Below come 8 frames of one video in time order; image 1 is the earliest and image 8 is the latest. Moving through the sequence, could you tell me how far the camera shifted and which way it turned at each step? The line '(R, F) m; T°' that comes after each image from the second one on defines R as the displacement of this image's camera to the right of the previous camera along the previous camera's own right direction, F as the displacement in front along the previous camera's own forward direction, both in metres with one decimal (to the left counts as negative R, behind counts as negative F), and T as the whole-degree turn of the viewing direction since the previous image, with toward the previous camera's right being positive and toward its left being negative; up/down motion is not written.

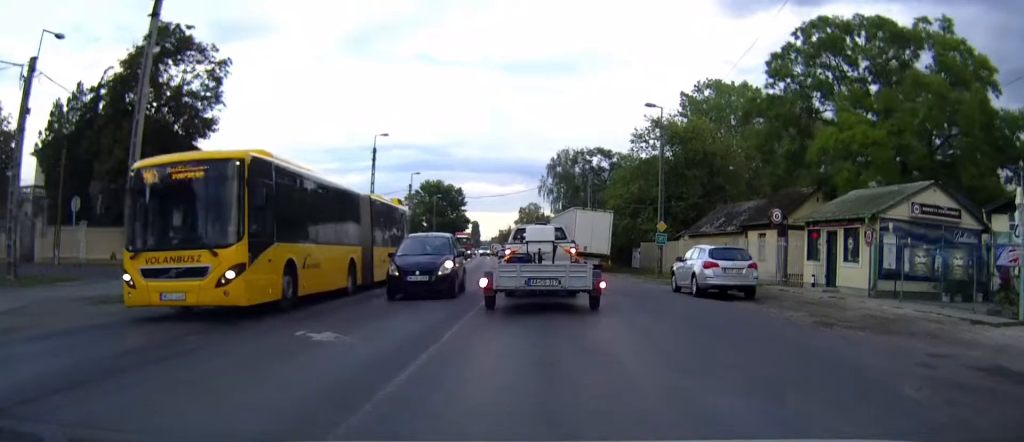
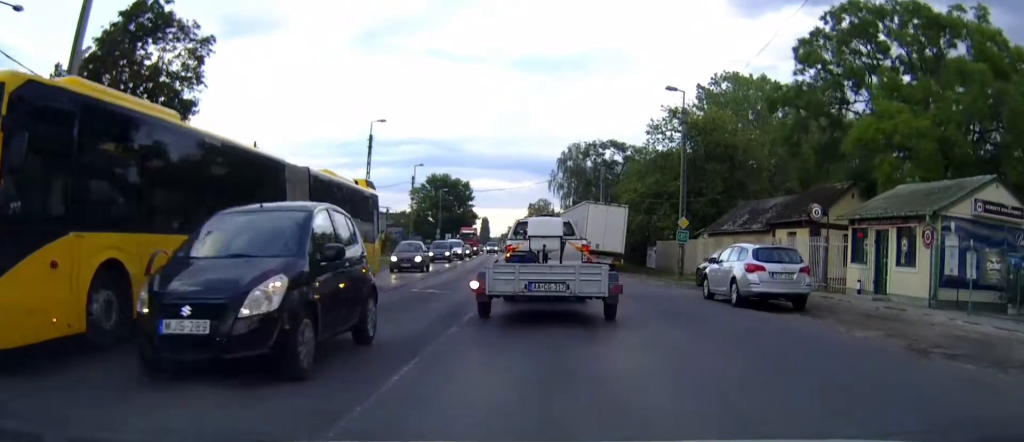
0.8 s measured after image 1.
(0.0, +4.3) m; 0°
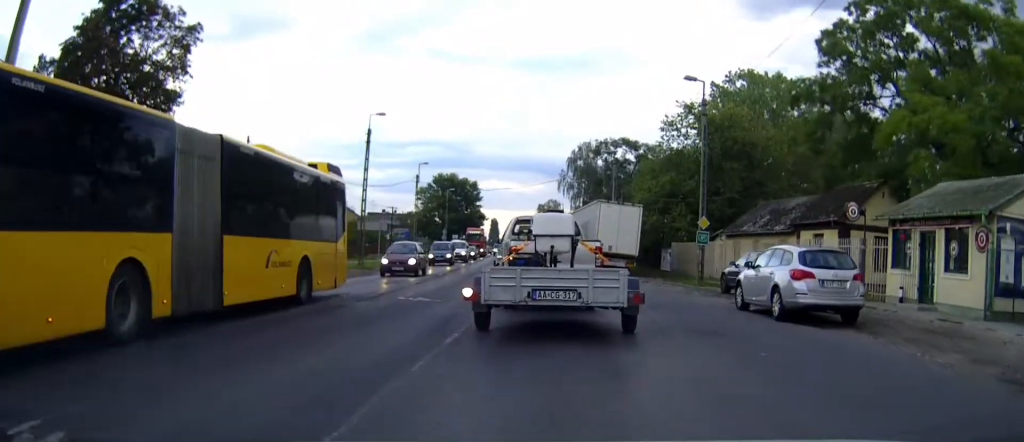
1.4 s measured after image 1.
(0.0, +3.1) m; -1°
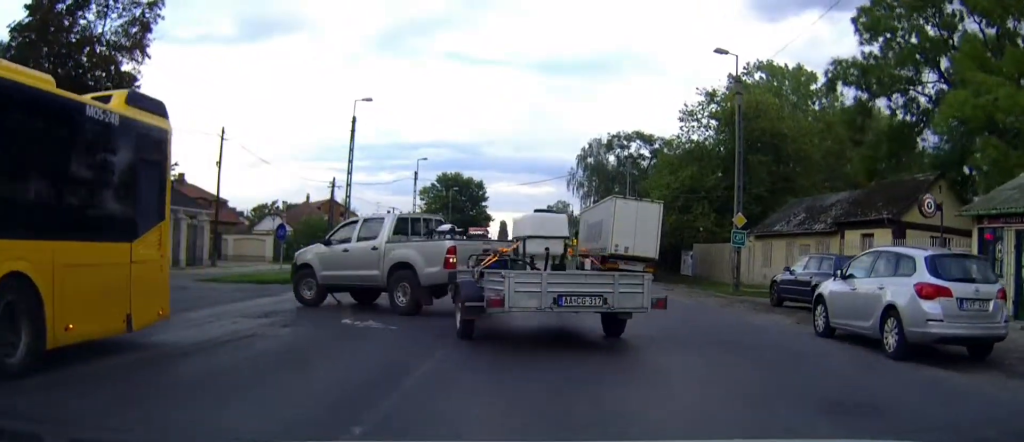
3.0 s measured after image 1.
(-0.1, +6.2) m; -2°
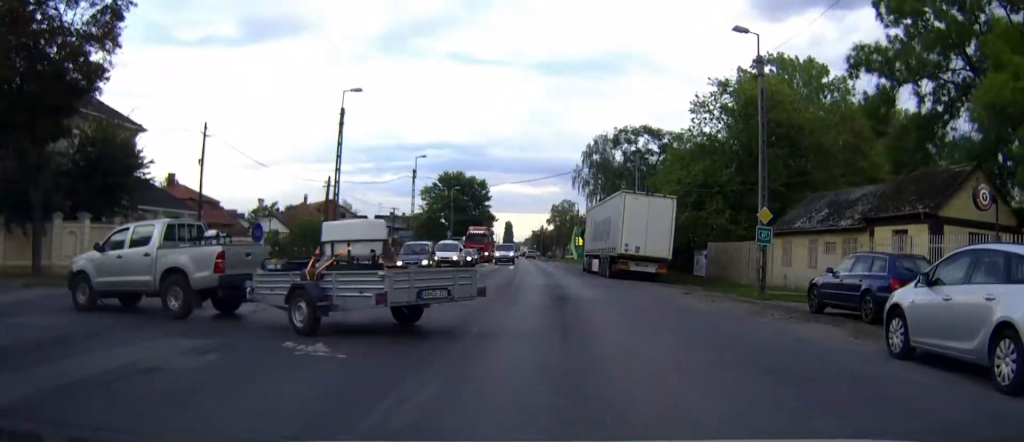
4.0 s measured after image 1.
(-0.1, +3.3) m; -2°
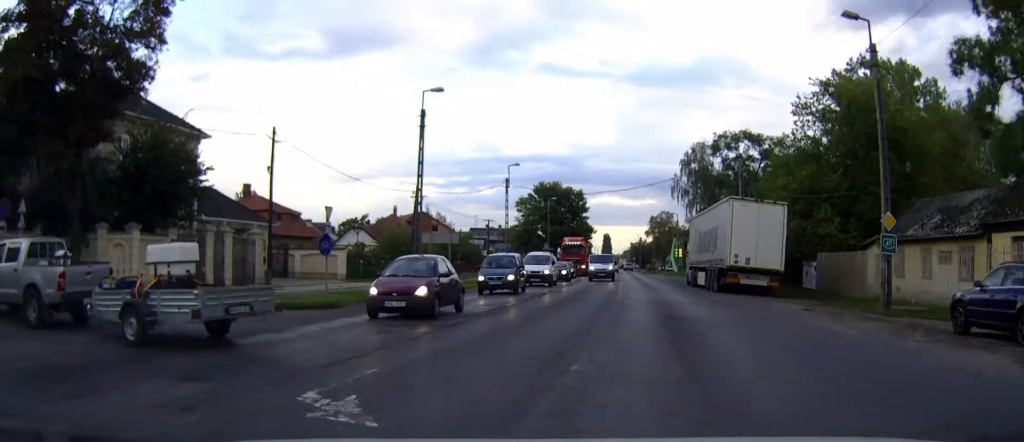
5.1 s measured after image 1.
(-0.1, +3.4) m; -15°
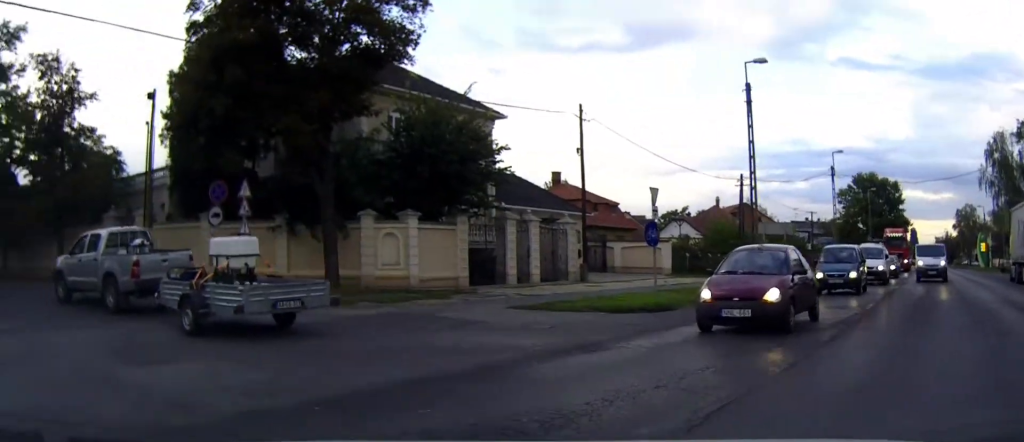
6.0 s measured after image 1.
(-0.6, +3.1) m; -28°
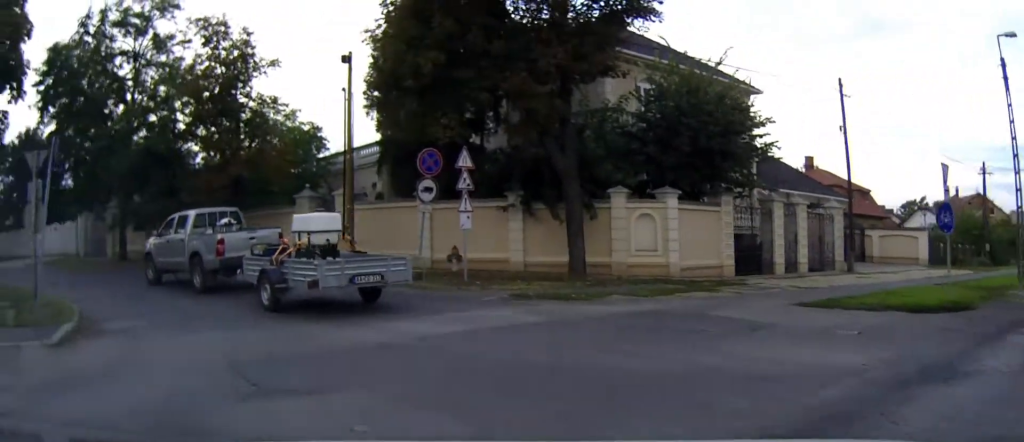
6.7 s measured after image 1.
(-0.7, +2.8) m; -18°
